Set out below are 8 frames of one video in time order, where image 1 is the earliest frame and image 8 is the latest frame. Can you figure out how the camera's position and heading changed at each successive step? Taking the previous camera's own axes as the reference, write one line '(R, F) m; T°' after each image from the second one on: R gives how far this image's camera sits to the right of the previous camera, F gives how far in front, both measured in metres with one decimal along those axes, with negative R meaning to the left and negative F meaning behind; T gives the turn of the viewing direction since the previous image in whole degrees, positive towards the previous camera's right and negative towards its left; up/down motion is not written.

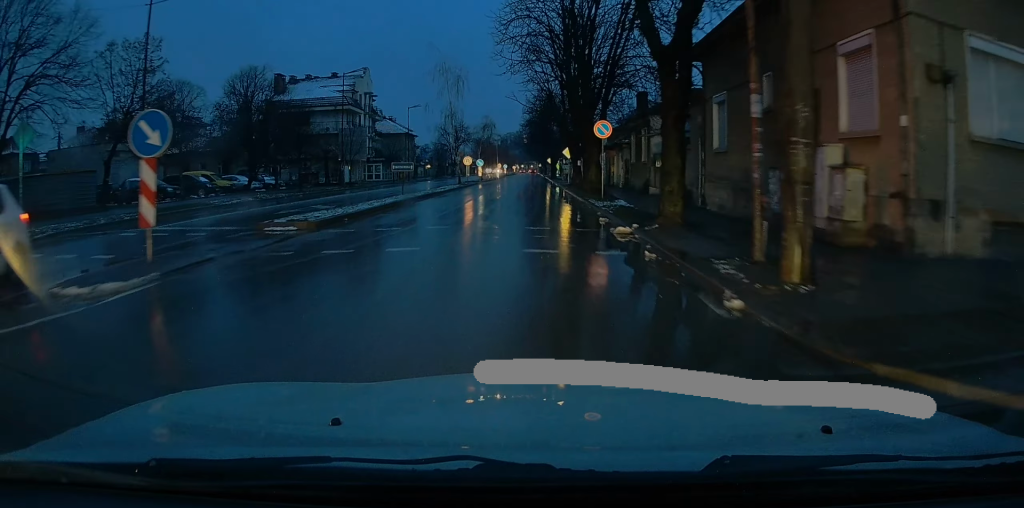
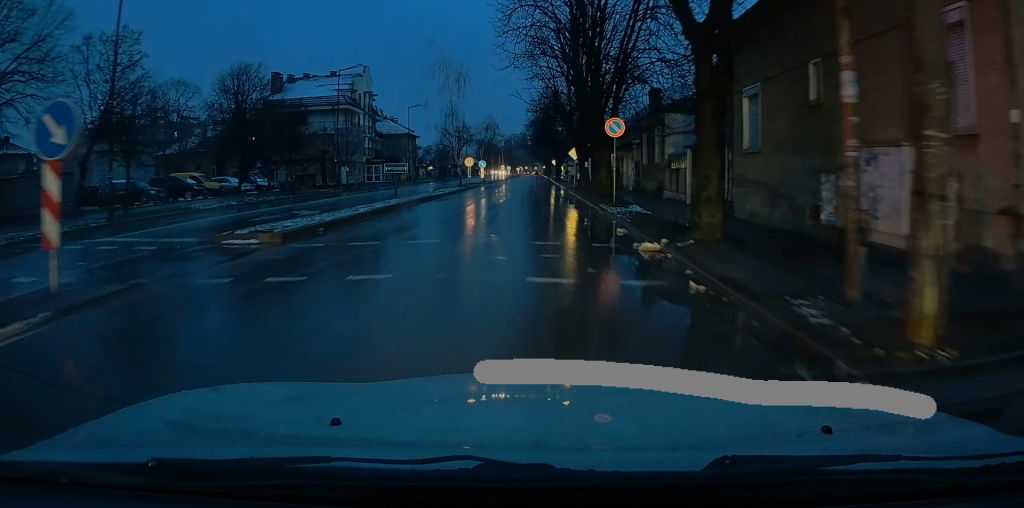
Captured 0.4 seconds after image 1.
(0.0, +2.6) m; +2°
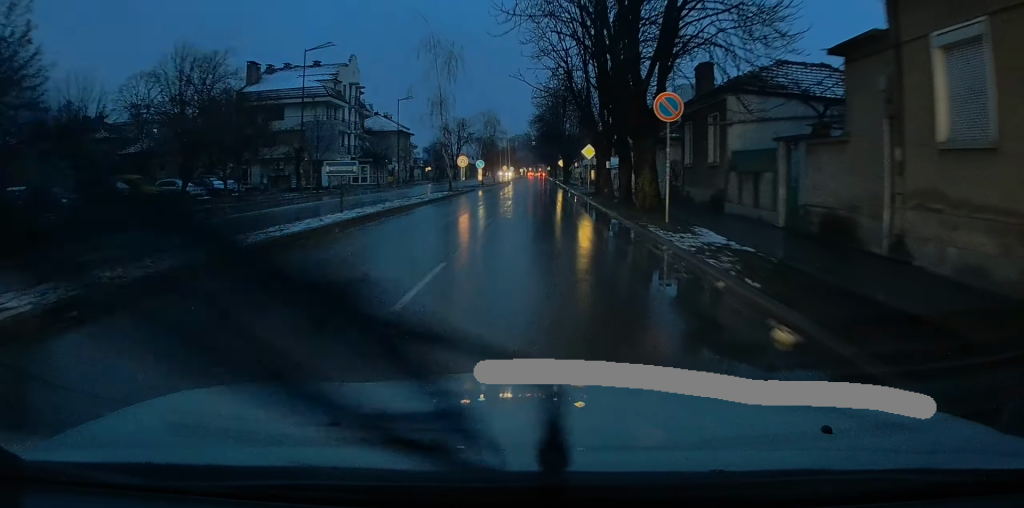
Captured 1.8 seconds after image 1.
(+0.5, +8.7) m; +4°
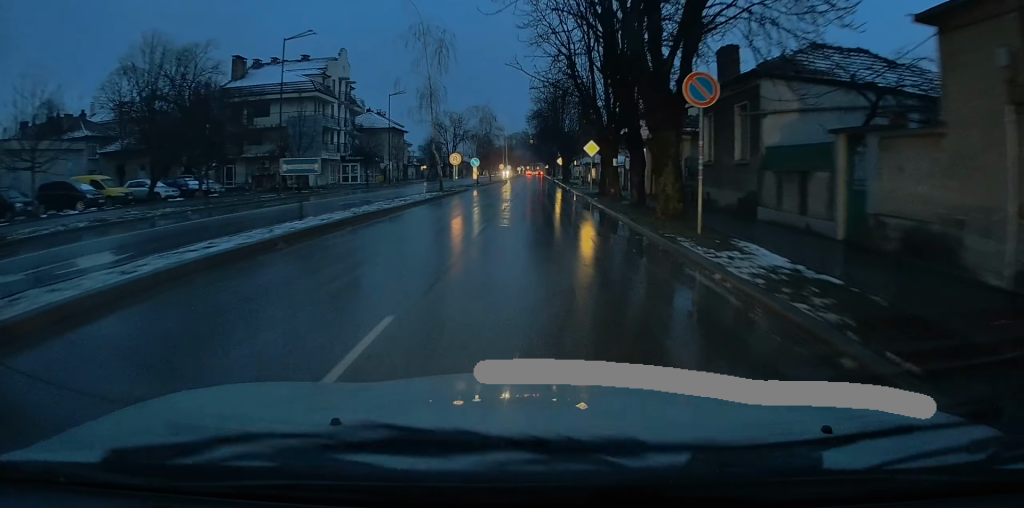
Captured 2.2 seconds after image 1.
(0.0, +3.3) m; +1°
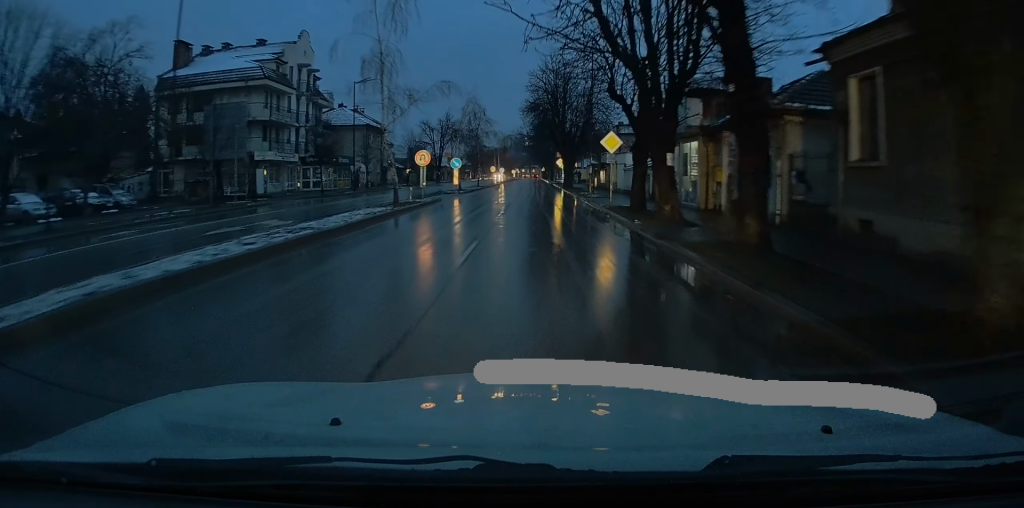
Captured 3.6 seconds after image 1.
(+0.2, +11.6) m; +2°
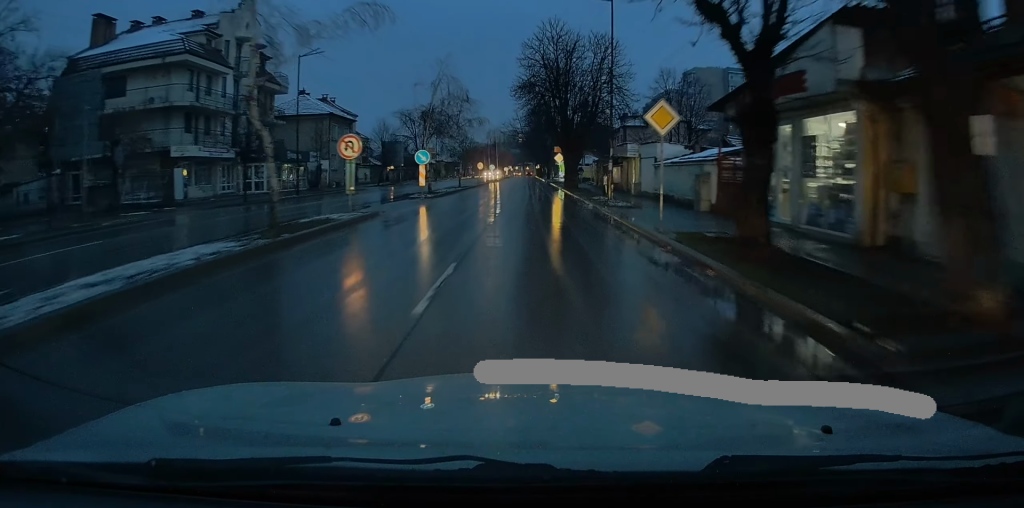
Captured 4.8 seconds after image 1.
(0.0, +12.0) m; 0°
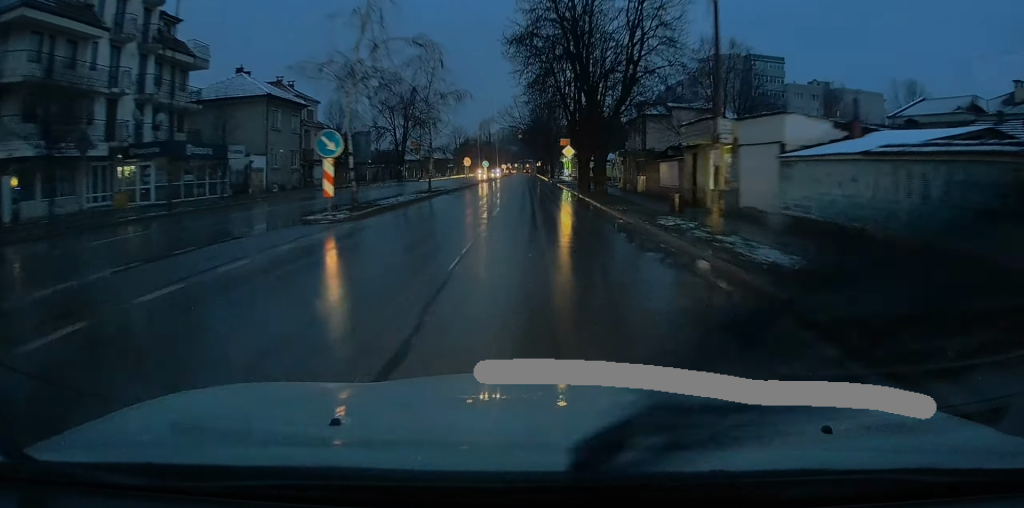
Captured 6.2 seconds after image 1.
(+0.1, +15.5) m; +1°
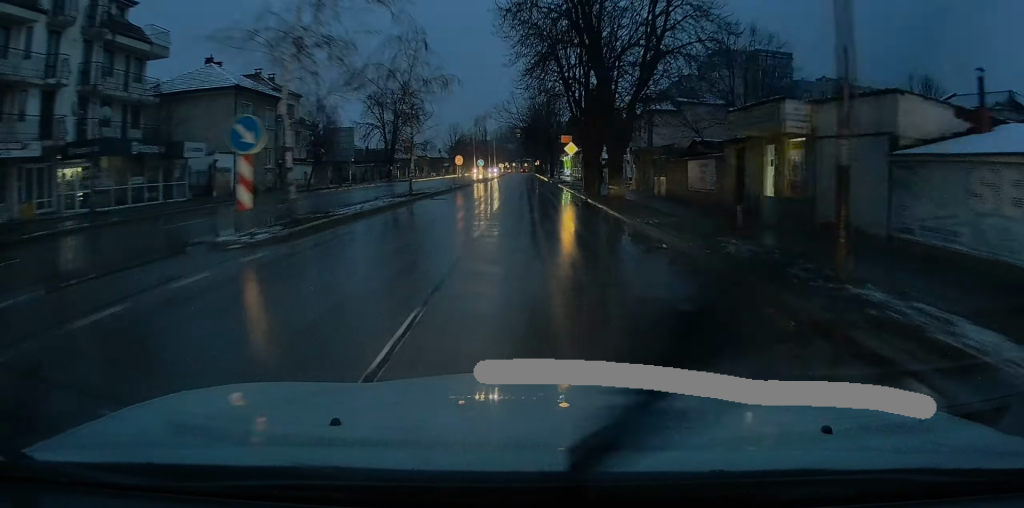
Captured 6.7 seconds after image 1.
(+0.1, +5.2) m; 0°
